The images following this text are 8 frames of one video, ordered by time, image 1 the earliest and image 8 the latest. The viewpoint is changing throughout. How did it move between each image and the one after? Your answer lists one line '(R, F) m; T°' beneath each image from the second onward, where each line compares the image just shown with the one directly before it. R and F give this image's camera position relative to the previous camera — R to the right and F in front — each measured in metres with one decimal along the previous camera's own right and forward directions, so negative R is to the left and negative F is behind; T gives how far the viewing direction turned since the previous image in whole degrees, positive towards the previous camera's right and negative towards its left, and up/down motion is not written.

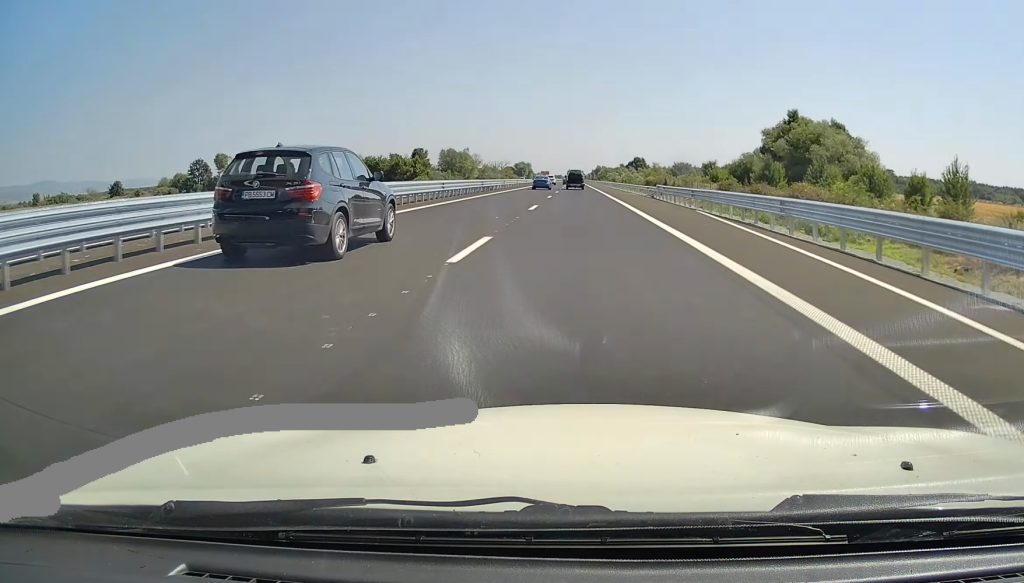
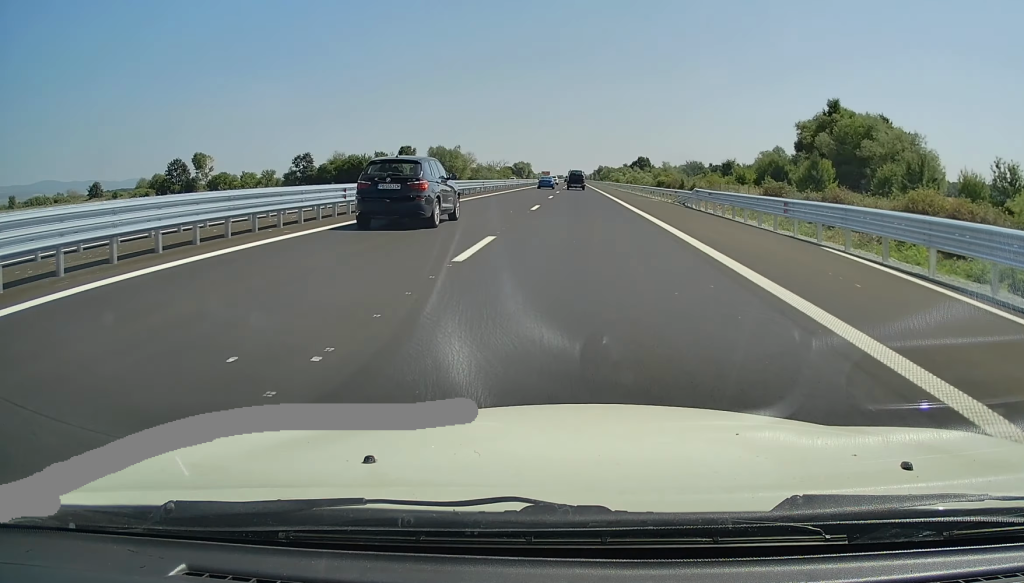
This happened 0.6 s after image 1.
(+0.1, +16.0) m; 0°
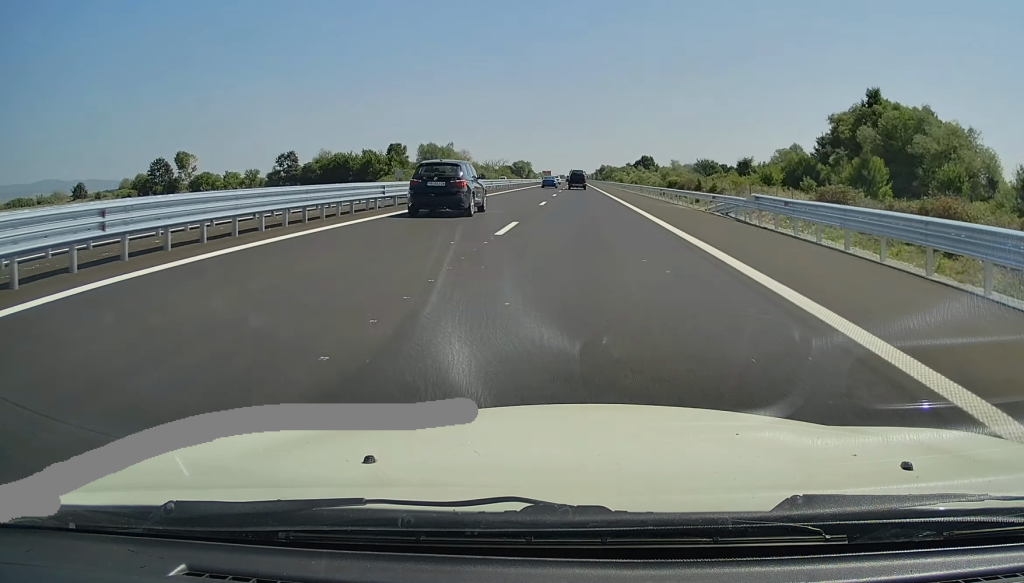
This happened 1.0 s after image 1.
(0.0, +11.7) m; 0°
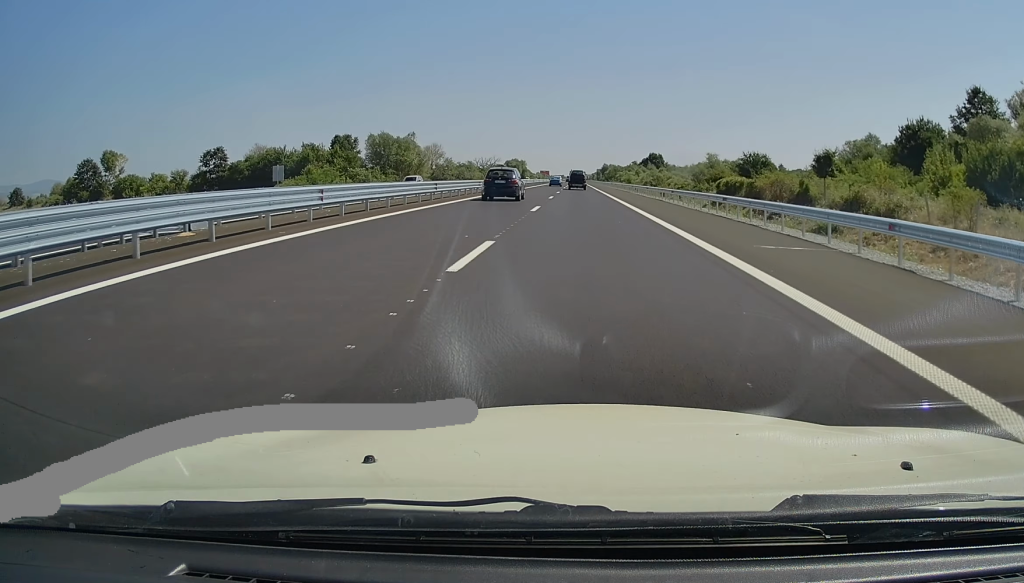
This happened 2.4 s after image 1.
(-0.2, +38.0) m; 0°
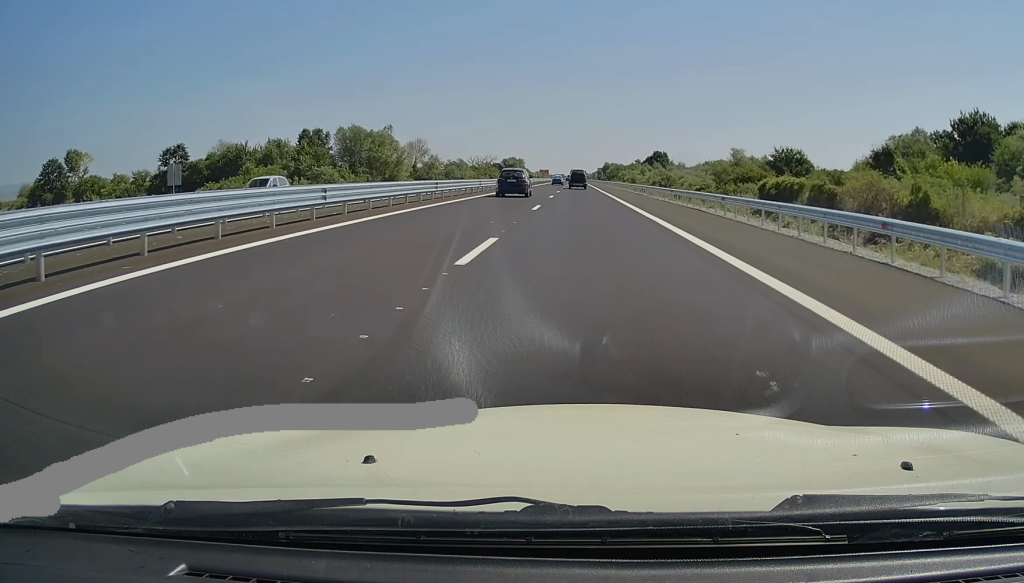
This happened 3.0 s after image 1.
(+0.1, +15.4) m; 0°
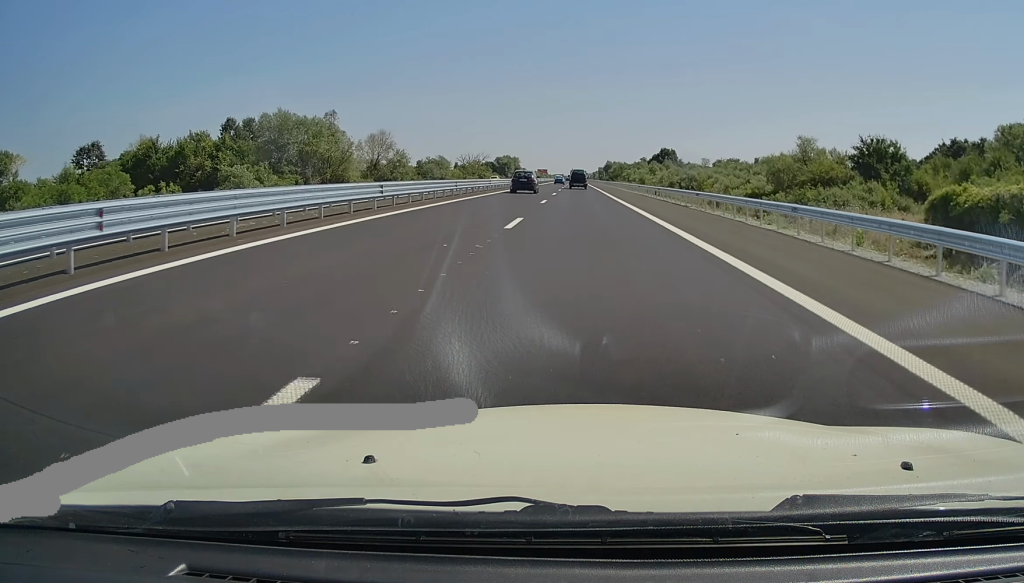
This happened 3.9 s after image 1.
(-0.2, +25.7) m; 0°
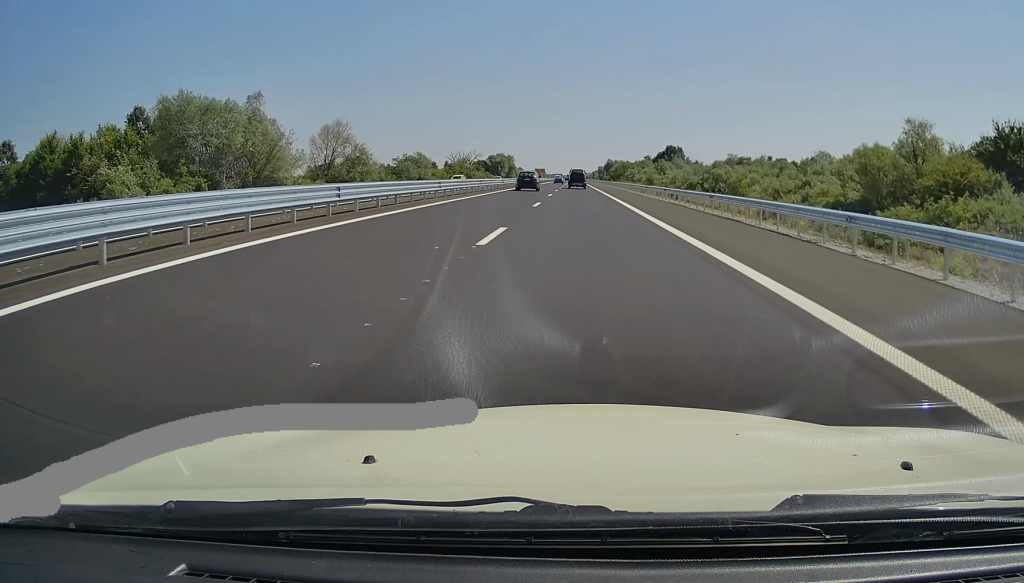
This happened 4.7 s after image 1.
(0.0, +20.5) m; 0°
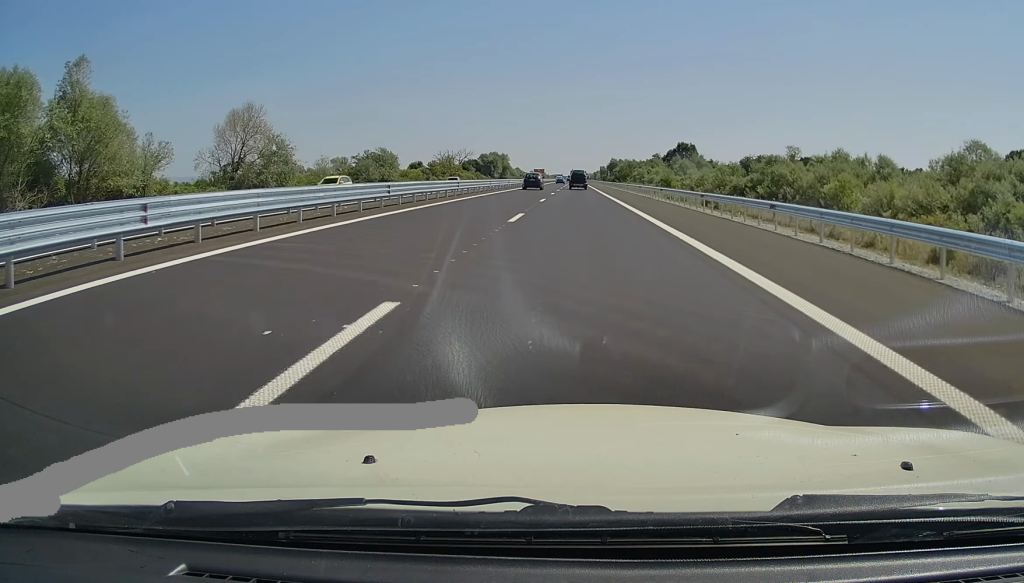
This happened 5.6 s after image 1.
(0.0, +26.2) m; 0°
